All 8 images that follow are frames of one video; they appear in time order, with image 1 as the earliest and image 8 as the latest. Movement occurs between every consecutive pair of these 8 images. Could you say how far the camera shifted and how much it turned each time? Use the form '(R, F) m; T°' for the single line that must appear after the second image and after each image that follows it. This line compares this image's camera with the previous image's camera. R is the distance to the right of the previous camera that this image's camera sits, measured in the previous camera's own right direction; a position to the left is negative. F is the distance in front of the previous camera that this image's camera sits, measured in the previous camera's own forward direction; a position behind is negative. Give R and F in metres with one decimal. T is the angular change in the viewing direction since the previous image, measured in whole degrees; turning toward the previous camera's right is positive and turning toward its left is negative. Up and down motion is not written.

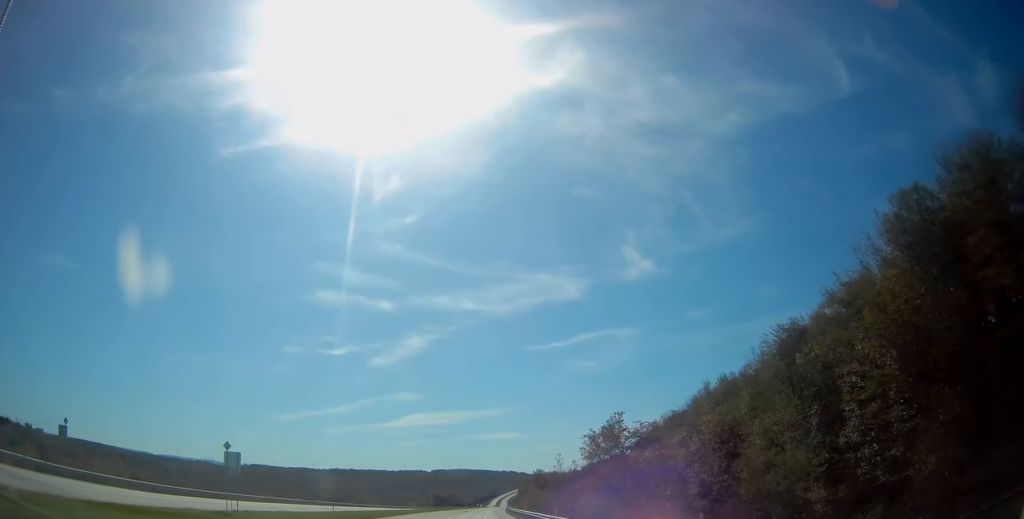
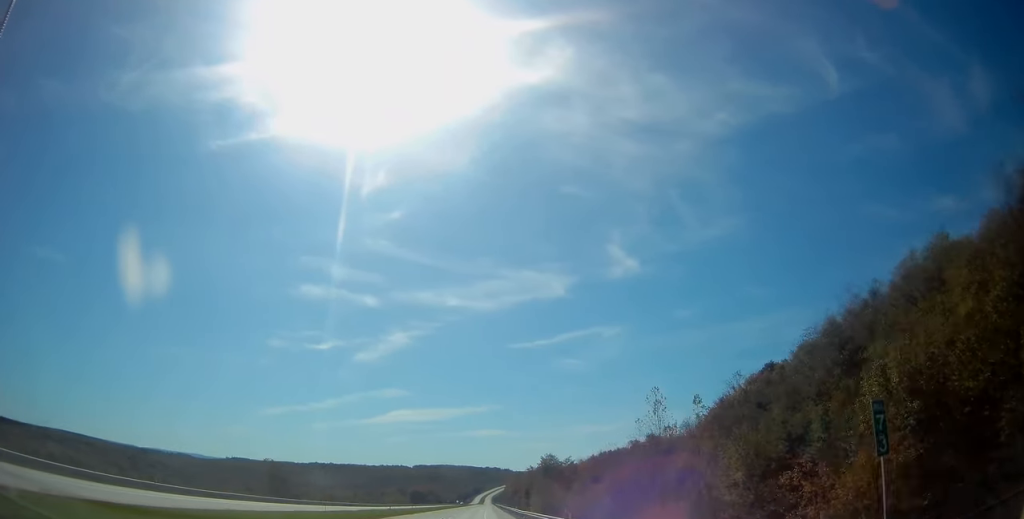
(+0.7, +50.1) m; +2°
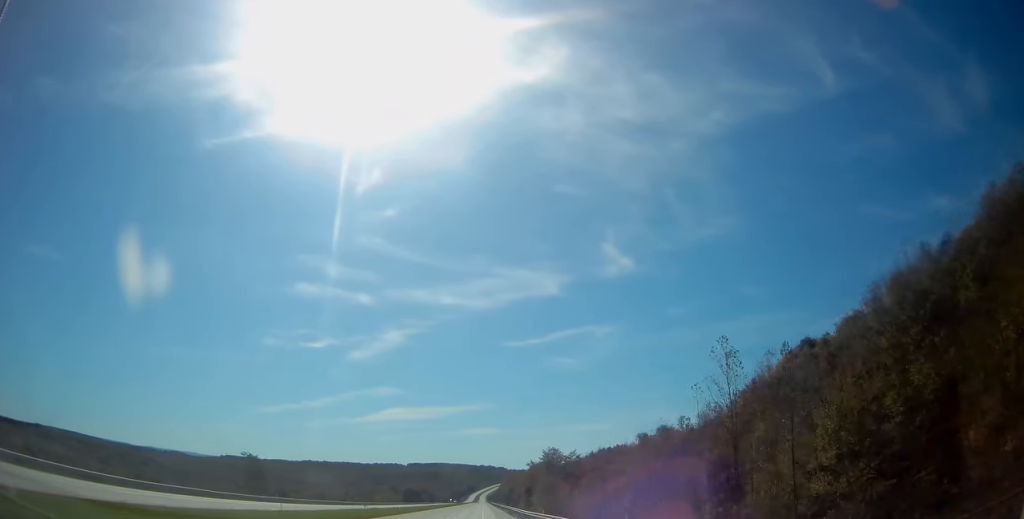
(0.0, +11.6) m; 0°
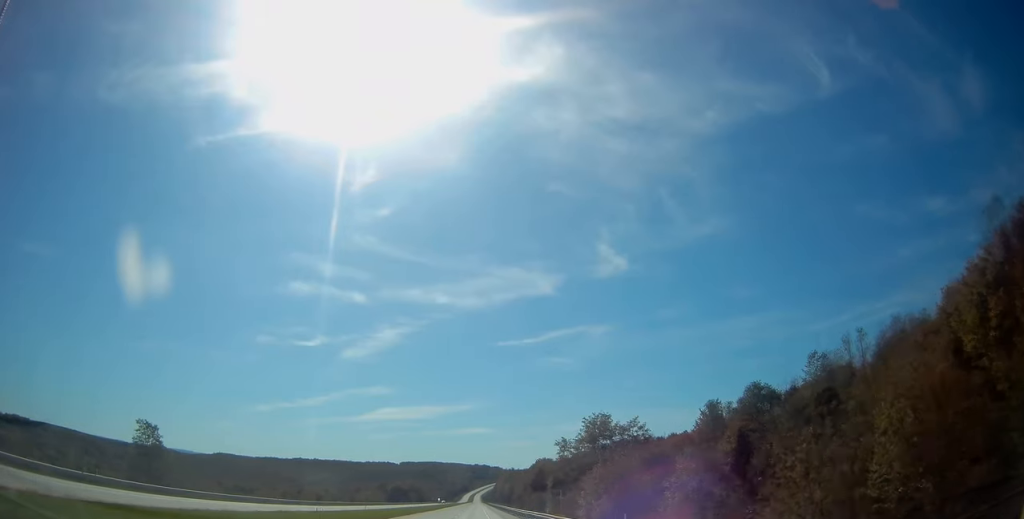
(0.0, +43.5) m; +1°
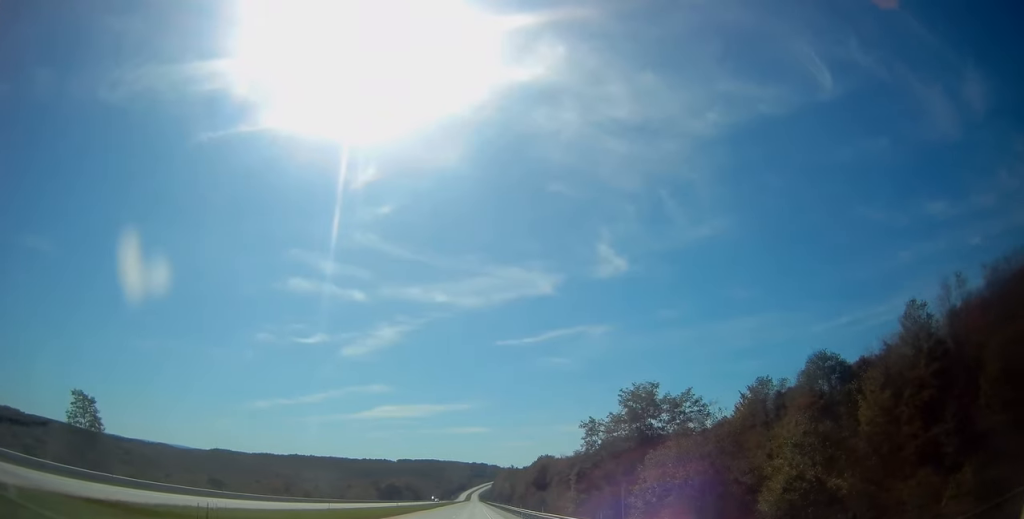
(+0.2, +17.6) m; 0°
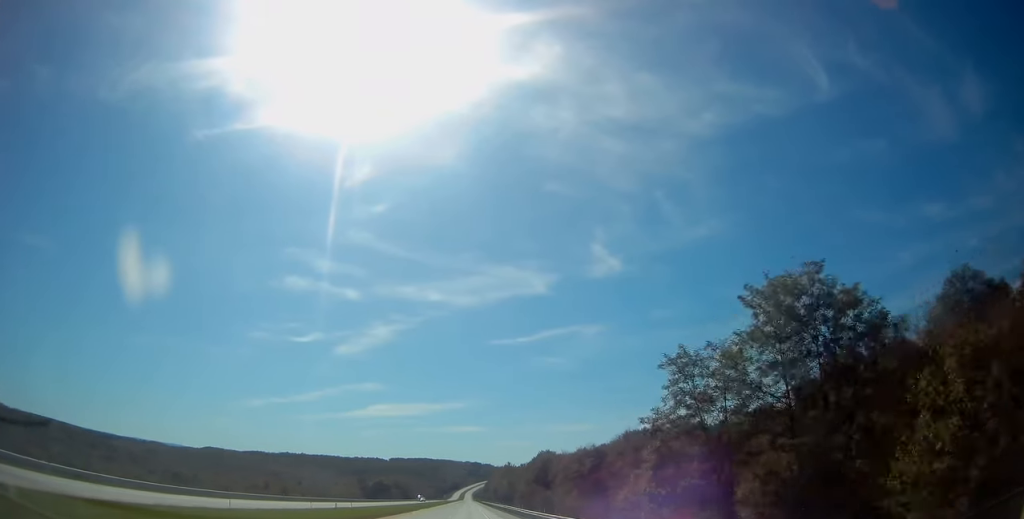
(+0.1, +26.2) m; +1°
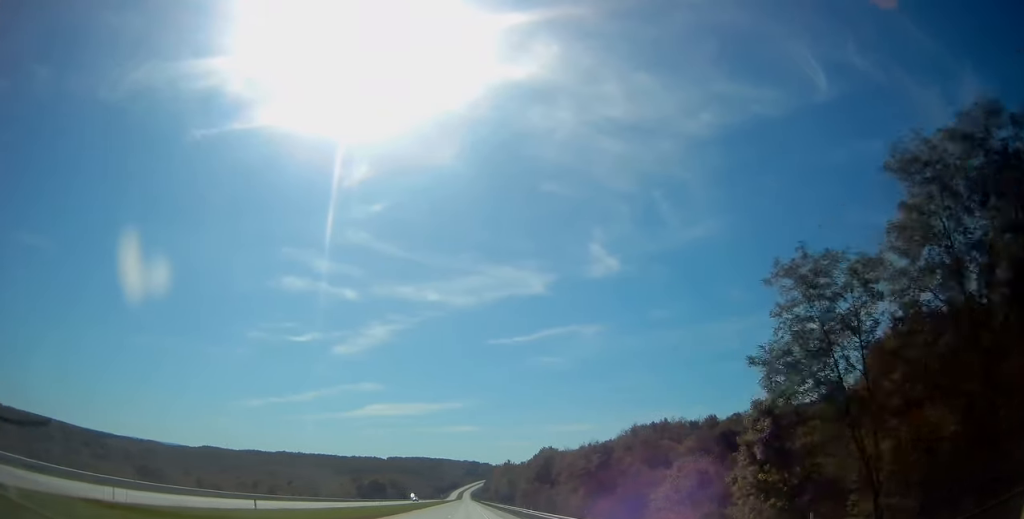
(-0.1, +13.2) m; 0°
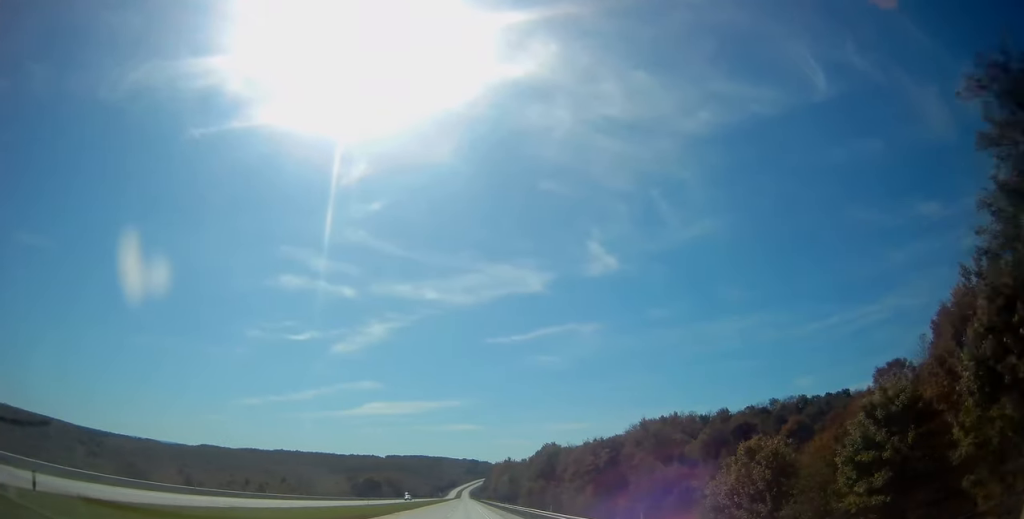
(+0.1, +12.3) m; 0°
